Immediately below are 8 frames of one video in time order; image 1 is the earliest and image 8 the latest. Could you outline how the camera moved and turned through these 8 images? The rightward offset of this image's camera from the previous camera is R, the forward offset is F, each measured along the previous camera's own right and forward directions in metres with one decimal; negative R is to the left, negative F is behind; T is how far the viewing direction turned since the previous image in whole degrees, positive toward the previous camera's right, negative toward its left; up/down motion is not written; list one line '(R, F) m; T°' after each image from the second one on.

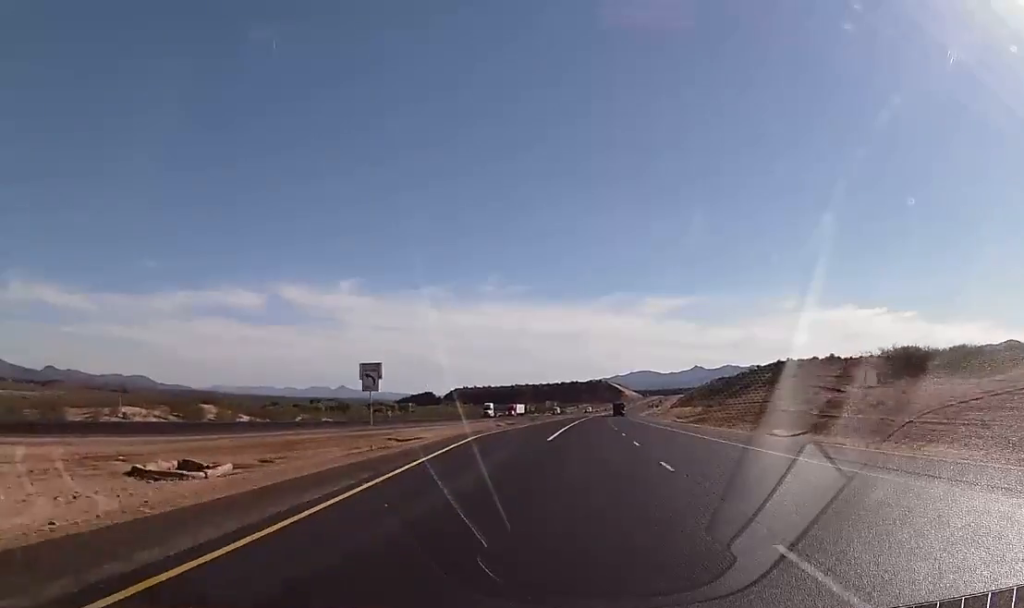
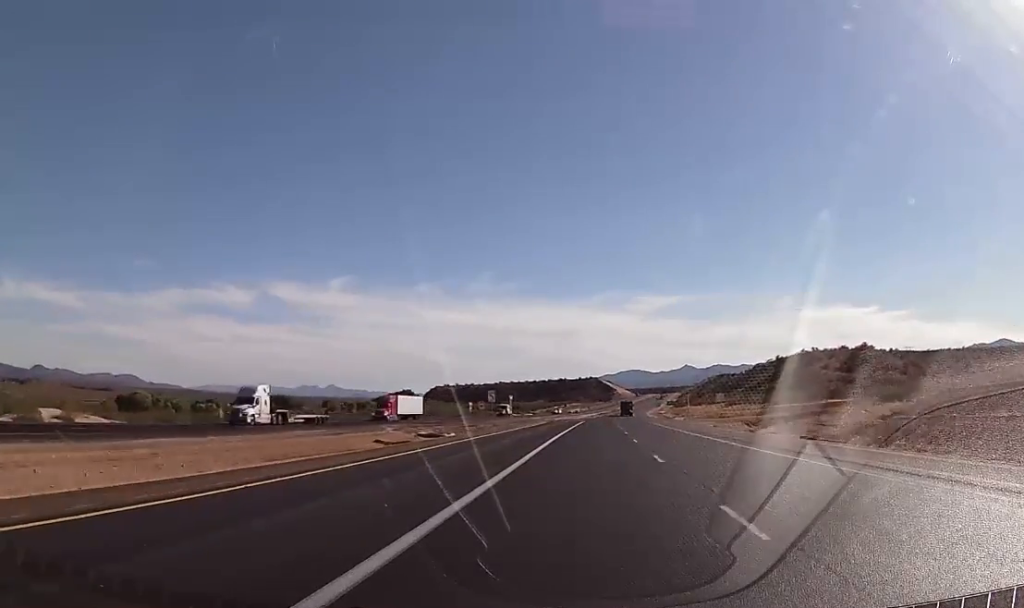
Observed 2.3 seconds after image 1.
(-0.2, +82.0) m; 0°
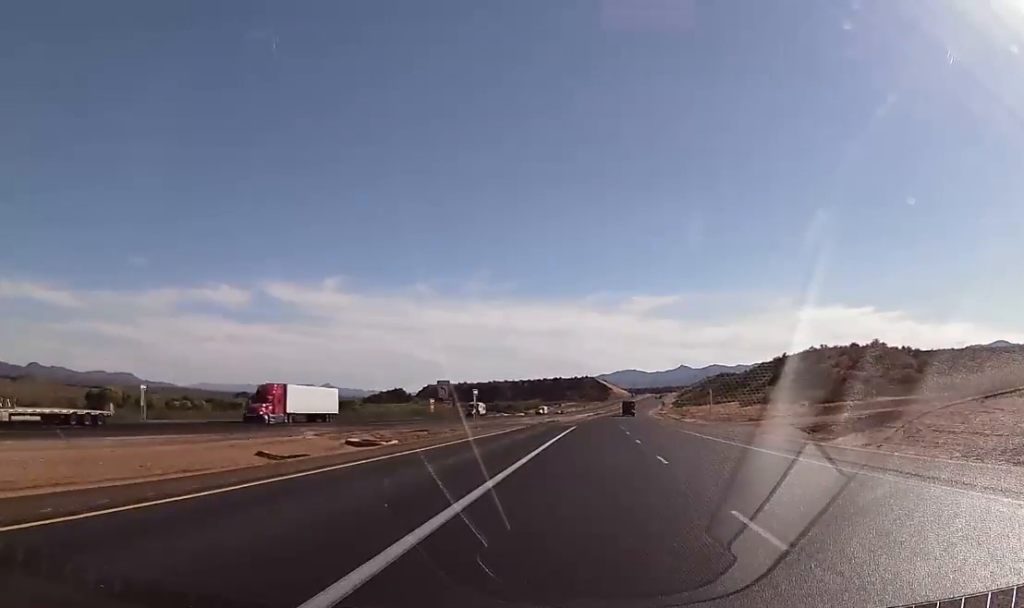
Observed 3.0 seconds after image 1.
(+0.2, +25.0) m; +1°
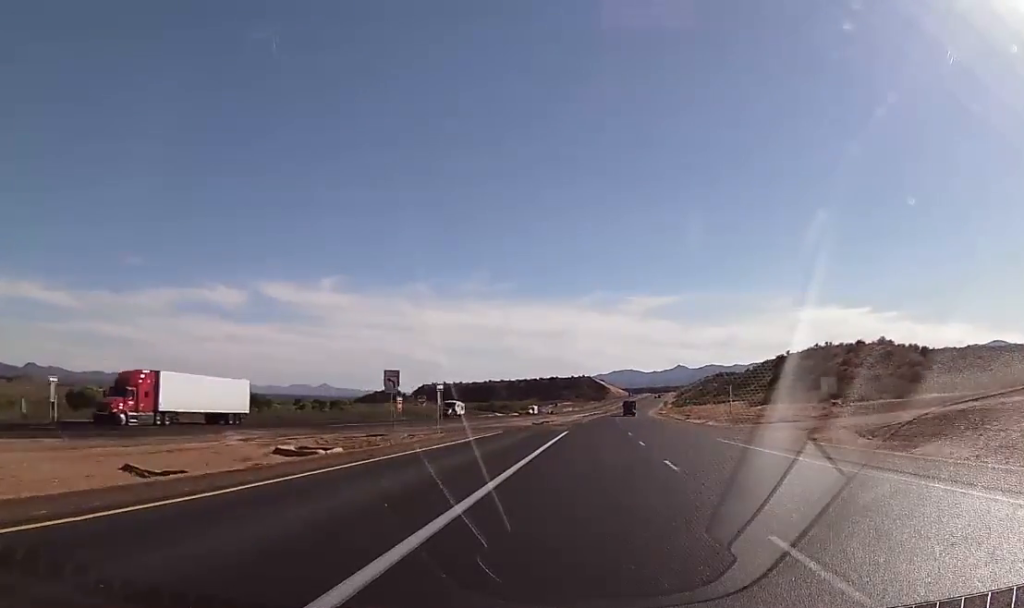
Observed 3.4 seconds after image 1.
(0.0, +14.3) m; +1°
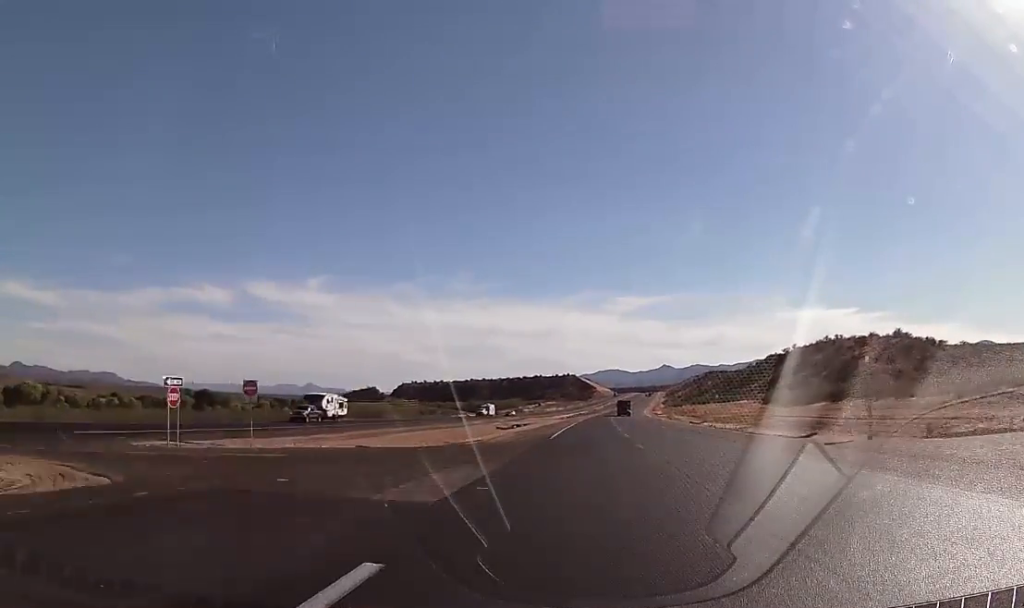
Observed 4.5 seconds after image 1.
(+0.5, +40.5) m; +1°
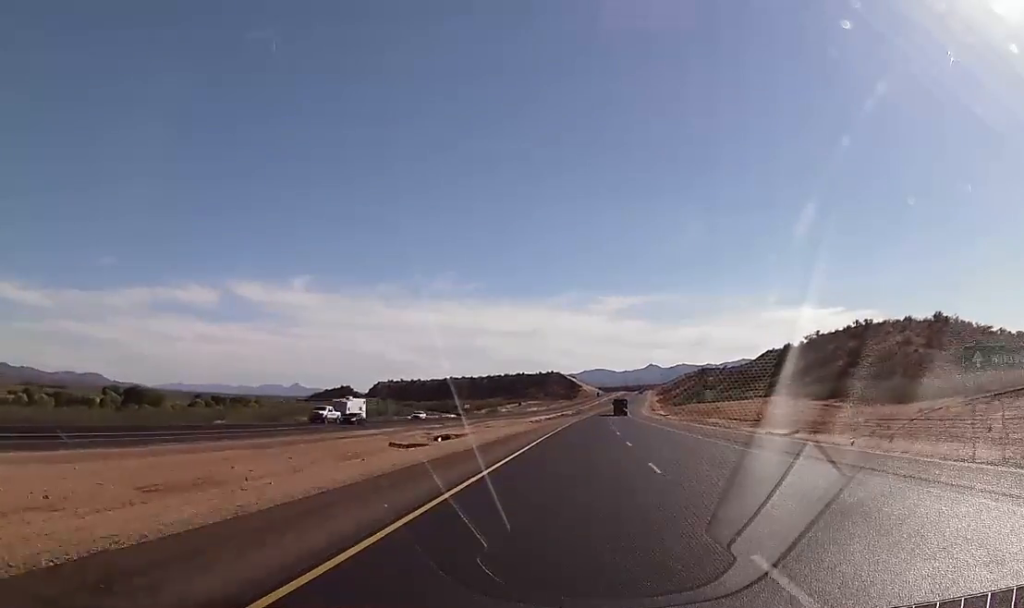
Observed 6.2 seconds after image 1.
(0.0, +59.7) m; 0°
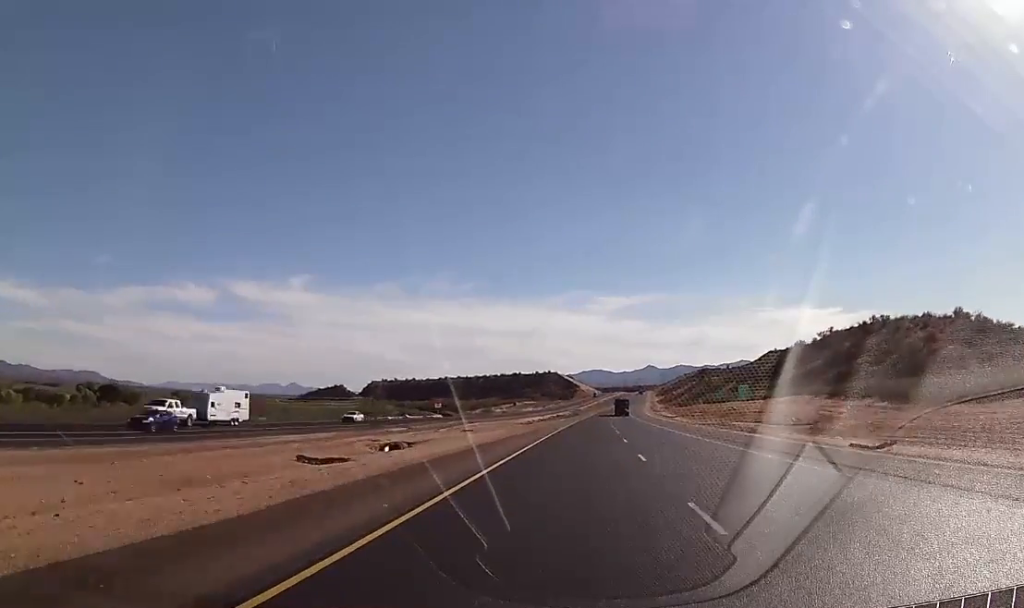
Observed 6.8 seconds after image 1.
(0.0, +20.3) m; 0°
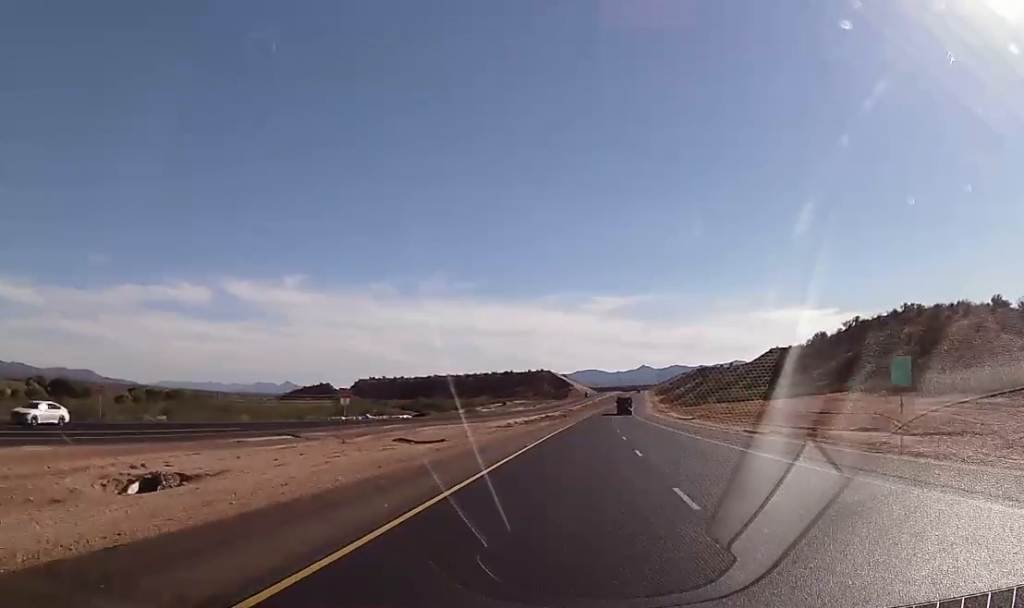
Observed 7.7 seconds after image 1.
(+0.1, +34.5) m; +1°
